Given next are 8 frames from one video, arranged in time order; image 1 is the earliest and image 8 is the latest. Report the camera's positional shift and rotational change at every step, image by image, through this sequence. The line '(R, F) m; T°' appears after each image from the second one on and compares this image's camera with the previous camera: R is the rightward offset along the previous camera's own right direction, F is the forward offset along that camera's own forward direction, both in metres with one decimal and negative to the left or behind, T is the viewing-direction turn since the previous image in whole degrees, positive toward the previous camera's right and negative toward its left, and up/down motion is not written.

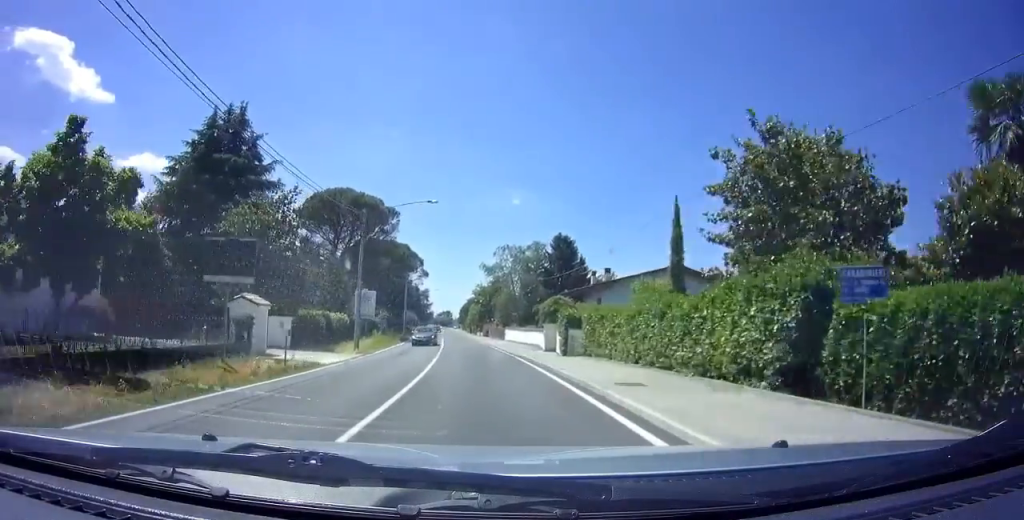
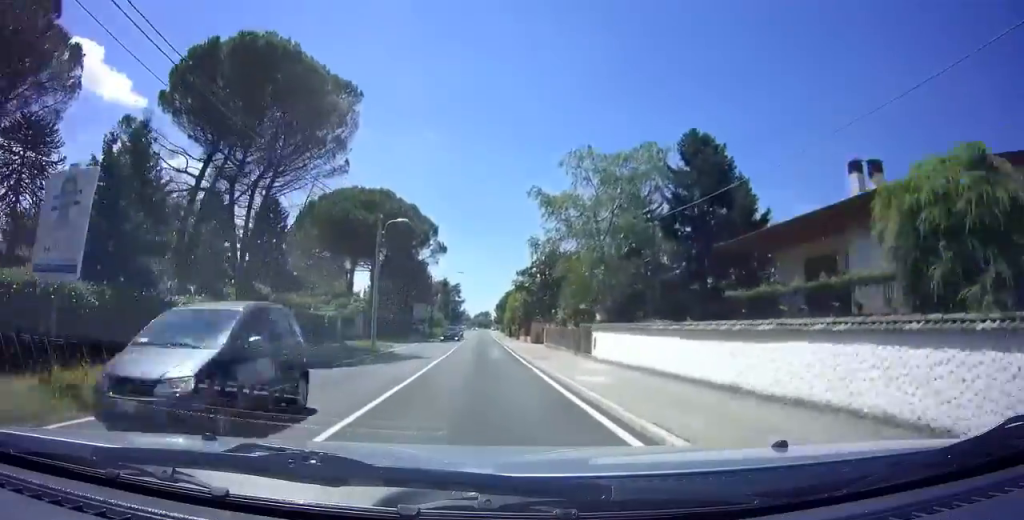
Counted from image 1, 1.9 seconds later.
(-0.7, +32.2) m; -2°
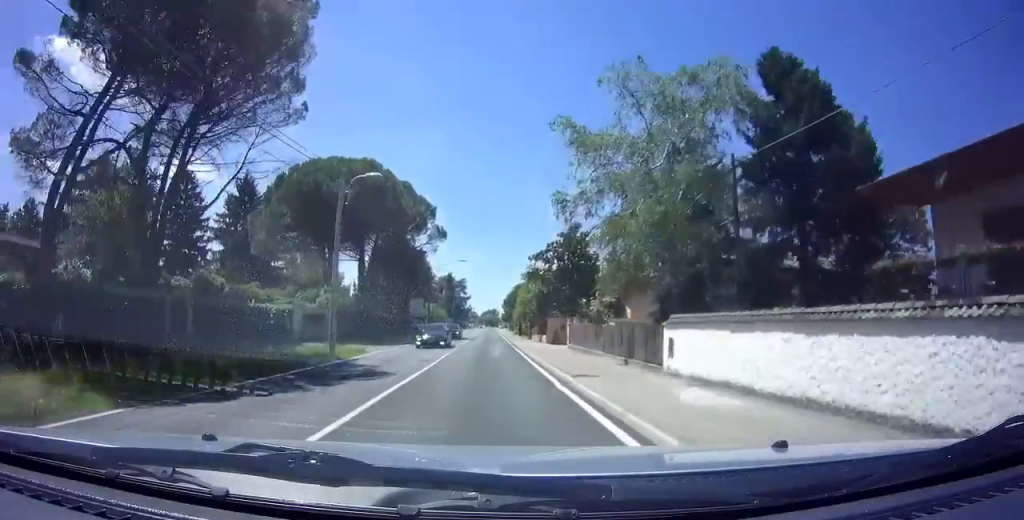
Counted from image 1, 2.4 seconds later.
(-0.2, +9.1) m; 0°
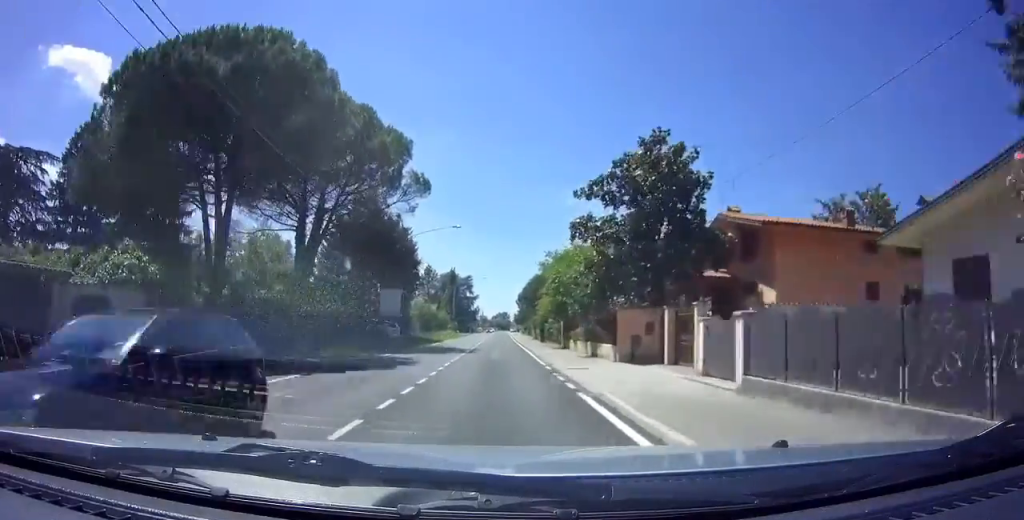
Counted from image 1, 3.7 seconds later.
(+0.1, +21.2) m; -1°
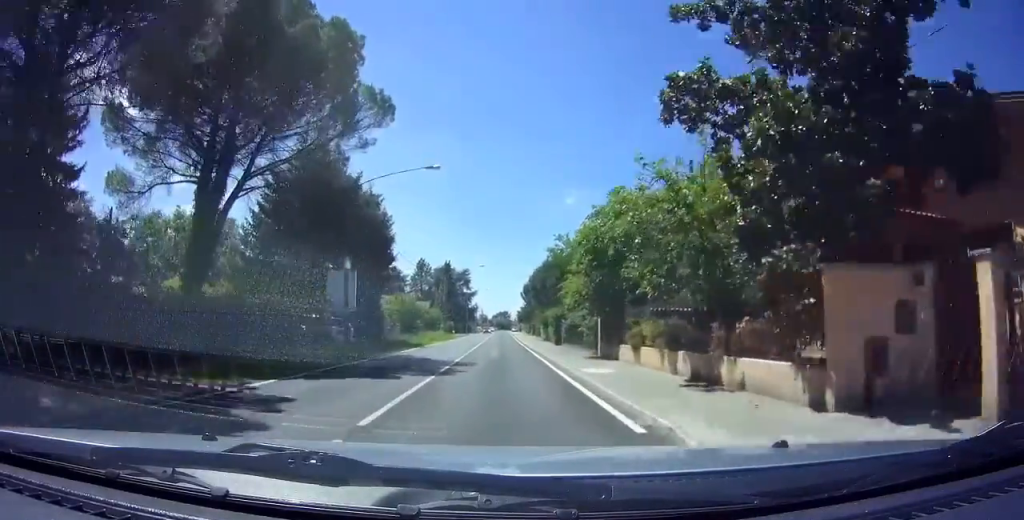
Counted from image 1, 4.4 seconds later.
(-0.3, +13.2) m; -1°
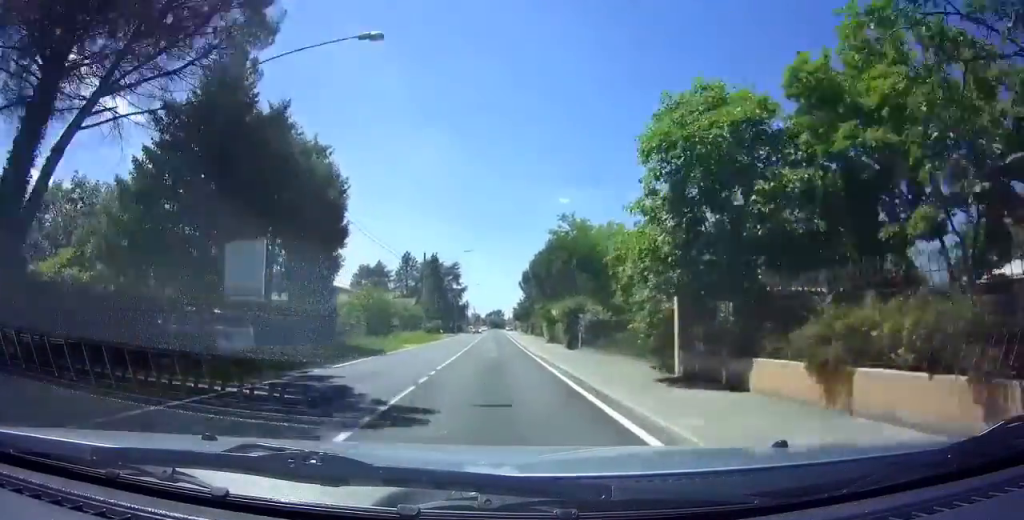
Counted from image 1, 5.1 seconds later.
(+0.1, +10.9) m; 0°
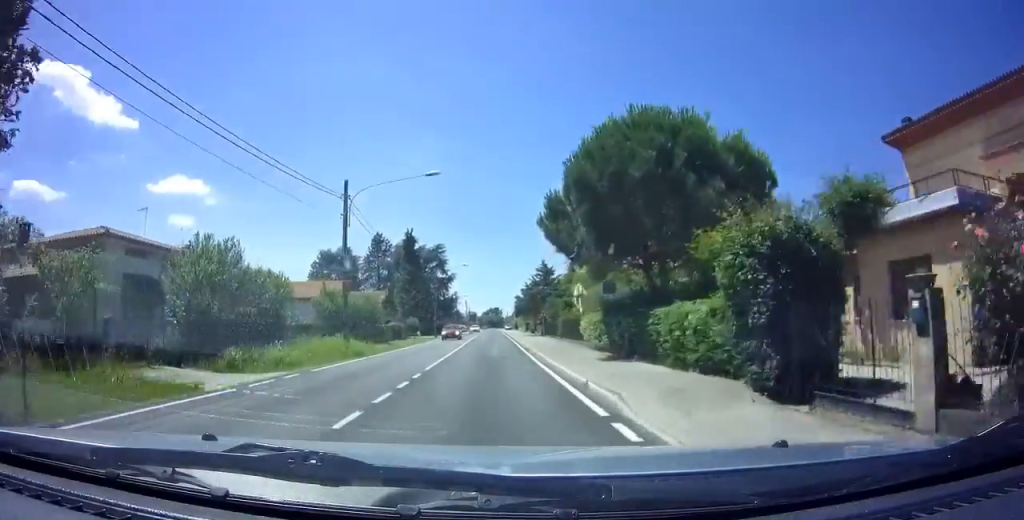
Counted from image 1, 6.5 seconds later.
(+0.2, +24.7) m; +2°
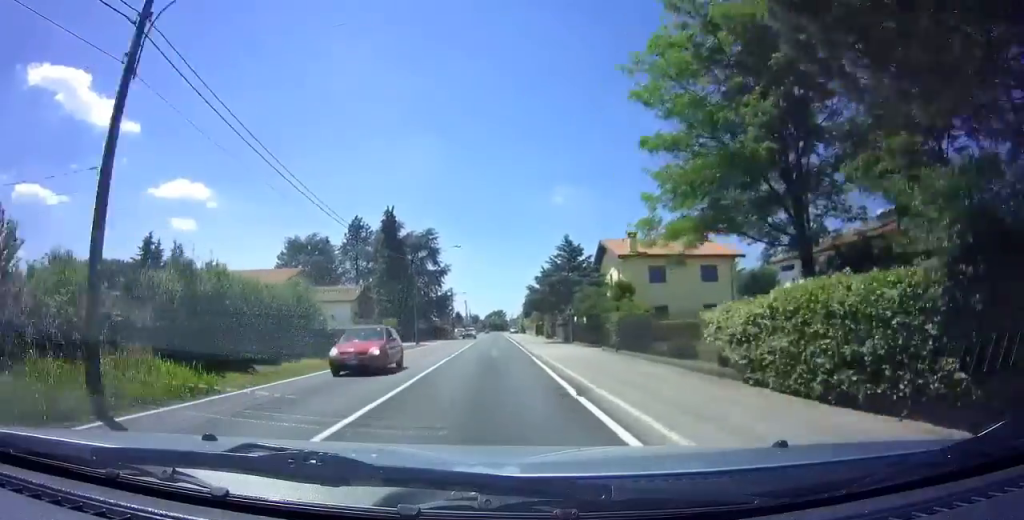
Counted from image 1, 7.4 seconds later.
(+0.4, +15.9) m; 0°
